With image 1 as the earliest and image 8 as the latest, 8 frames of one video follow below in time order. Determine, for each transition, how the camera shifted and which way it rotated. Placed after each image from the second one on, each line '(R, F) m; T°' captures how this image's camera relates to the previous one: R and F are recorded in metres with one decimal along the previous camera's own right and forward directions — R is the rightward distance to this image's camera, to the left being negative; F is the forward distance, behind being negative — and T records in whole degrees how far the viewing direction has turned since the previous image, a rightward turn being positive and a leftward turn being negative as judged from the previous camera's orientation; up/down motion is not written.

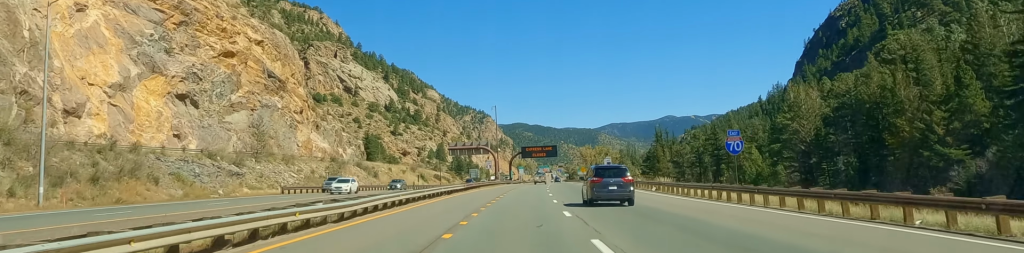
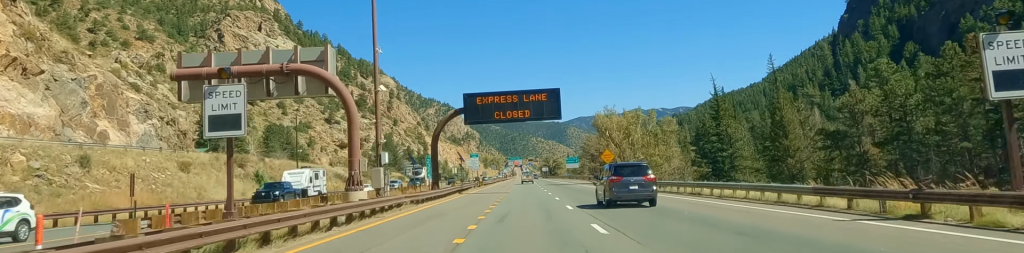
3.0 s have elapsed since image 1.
(+2.0, +104.9) m; +1°
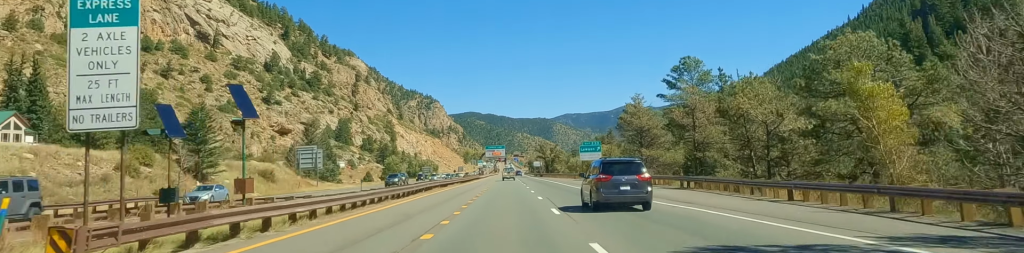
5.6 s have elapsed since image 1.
(-0.5, +91.0) m; +1°
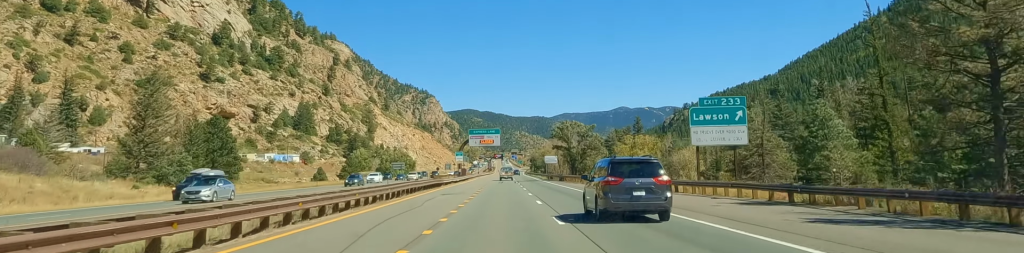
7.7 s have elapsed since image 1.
(+0.8, +76.1) m; +1°
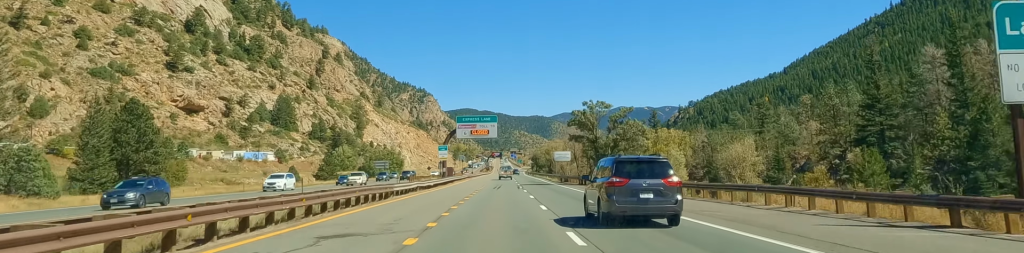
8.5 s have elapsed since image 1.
(-0.1, +29.7) m; 0°
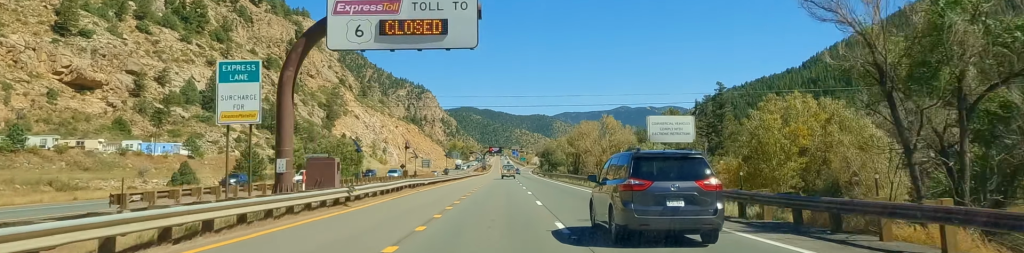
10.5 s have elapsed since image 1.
(+0.2, +70.4) m; -1°
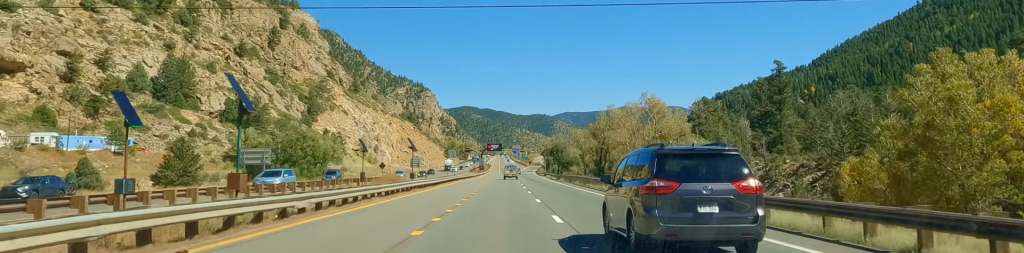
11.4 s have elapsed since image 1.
(-0.6, +33.2) m; 0°
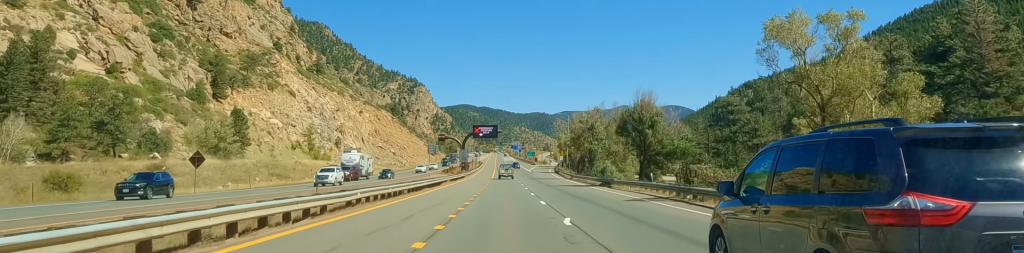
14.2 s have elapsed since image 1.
(-0.2, +98.1) m; +1°
